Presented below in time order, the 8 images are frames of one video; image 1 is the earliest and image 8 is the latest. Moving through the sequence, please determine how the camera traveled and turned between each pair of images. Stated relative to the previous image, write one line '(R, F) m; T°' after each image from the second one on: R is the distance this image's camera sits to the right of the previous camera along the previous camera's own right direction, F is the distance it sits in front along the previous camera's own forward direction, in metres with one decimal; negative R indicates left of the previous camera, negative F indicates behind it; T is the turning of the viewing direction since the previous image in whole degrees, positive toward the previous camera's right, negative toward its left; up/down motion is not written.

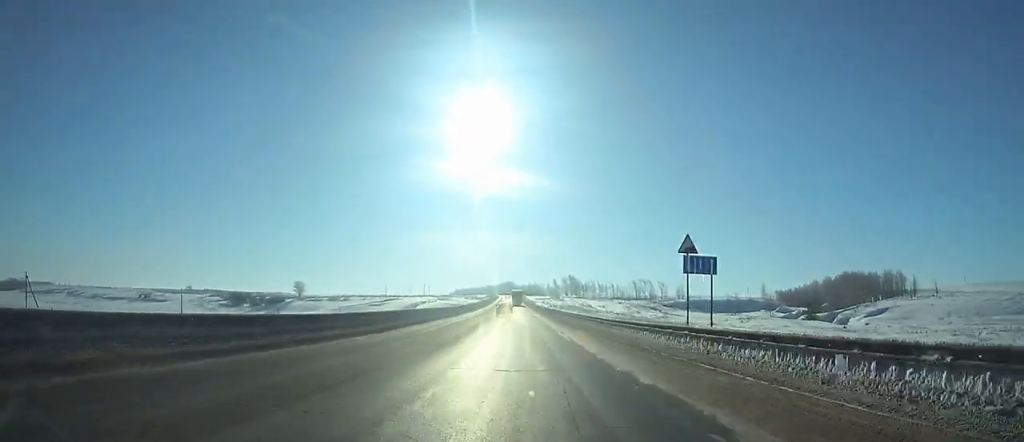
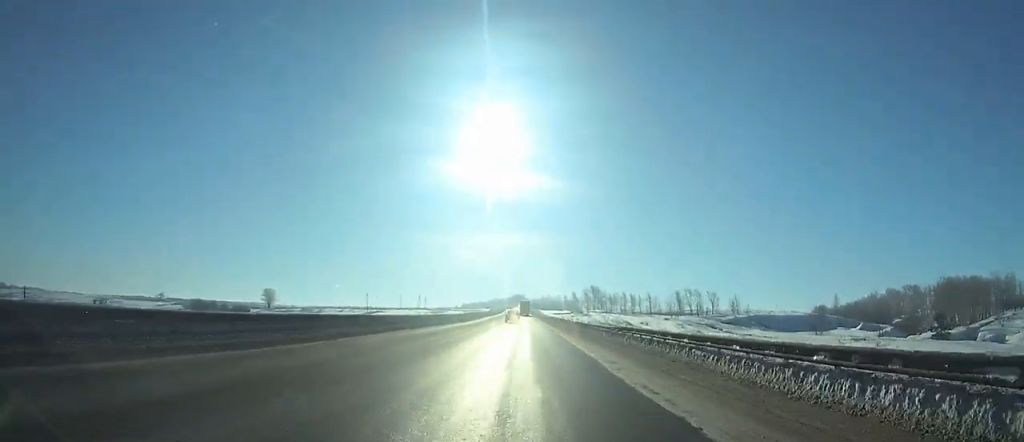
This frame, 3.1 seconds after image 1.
(-0.1, +67.7) m; 0°
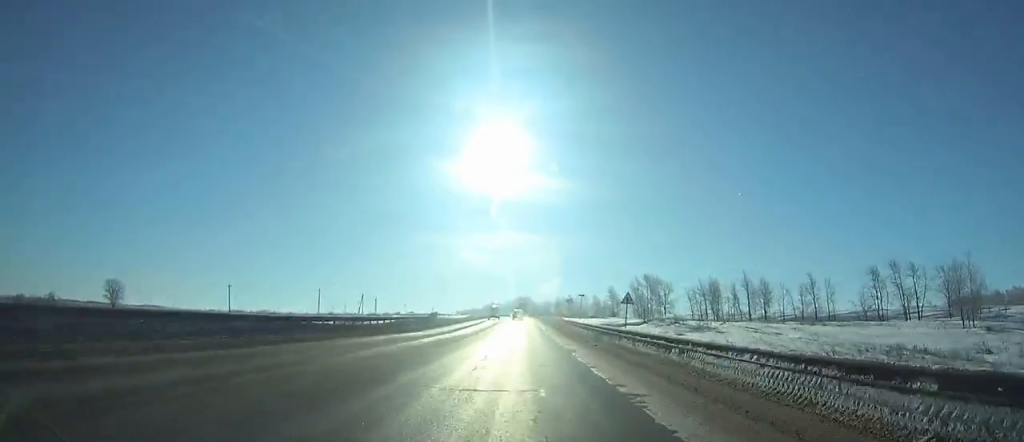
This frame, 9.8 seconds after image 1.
(-1.0, +146.6) m; -1°
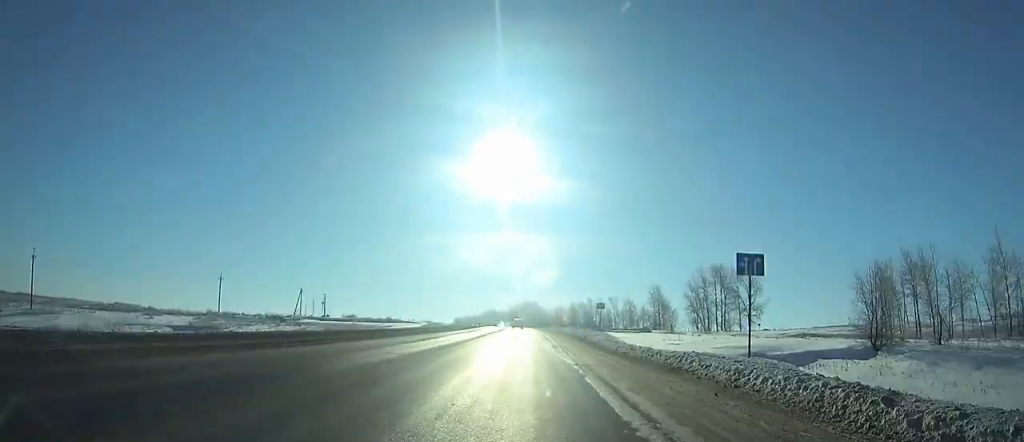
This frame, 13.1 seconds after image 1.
(-0.2, +71.6) m; -1°
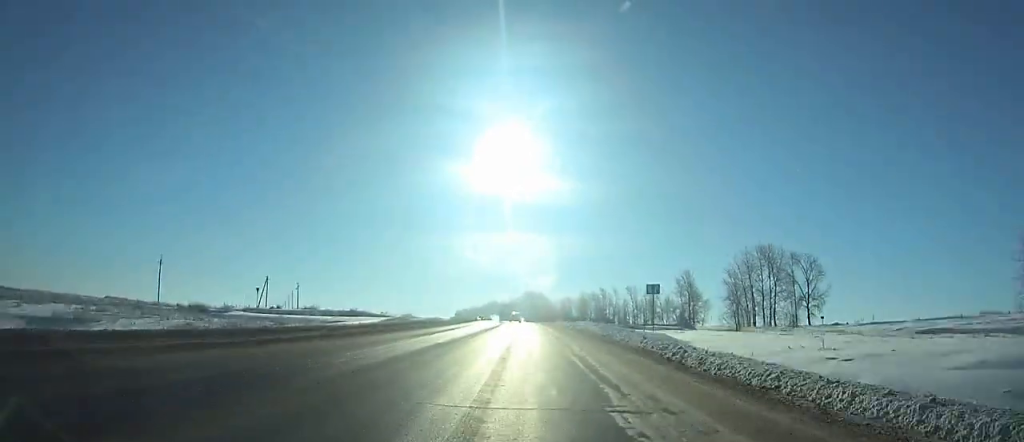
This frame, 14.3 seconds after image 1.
(-0.1, +25.7) m; 0°
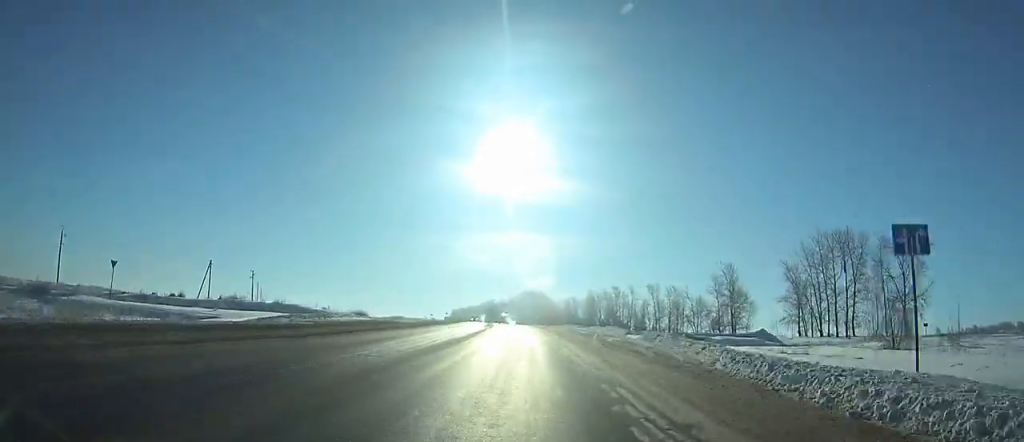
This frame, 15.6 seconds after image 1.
(0.0, +27.9) m; 0°
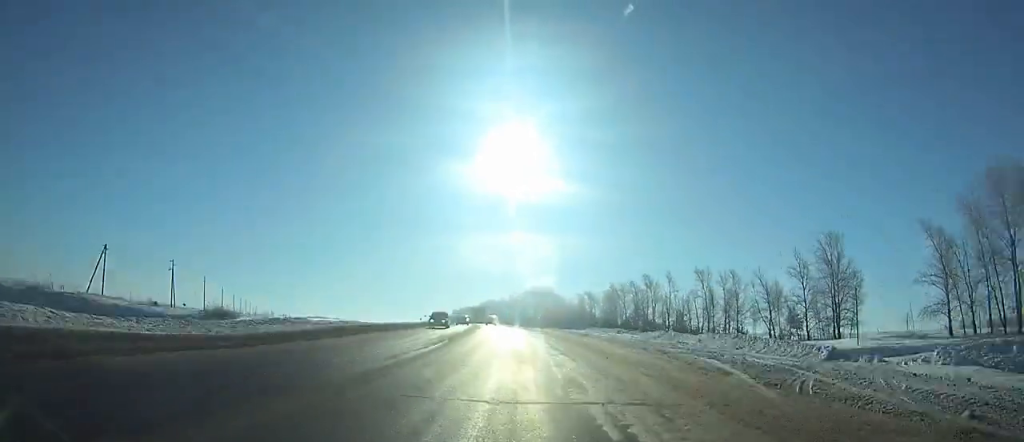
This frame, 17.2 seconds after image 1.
(-0.2, +34.0) m; -1°
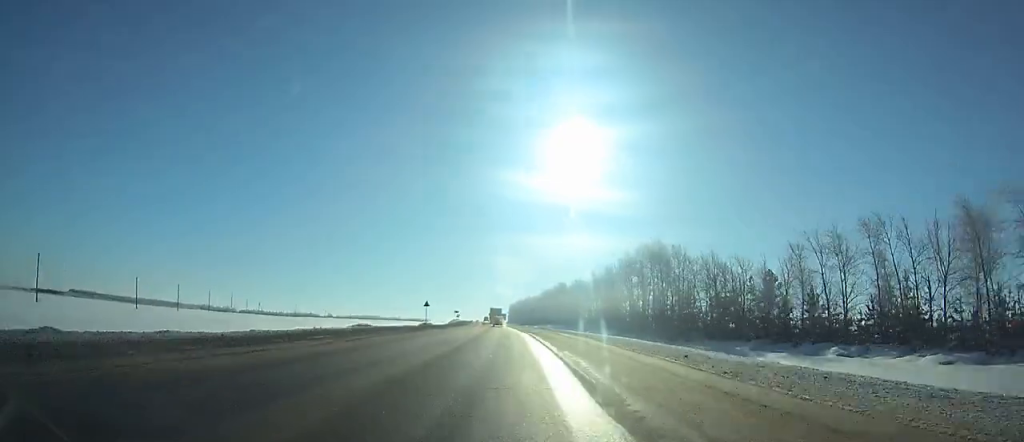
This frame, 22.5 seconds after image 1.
(-5.1, +111.3) m; -5°
